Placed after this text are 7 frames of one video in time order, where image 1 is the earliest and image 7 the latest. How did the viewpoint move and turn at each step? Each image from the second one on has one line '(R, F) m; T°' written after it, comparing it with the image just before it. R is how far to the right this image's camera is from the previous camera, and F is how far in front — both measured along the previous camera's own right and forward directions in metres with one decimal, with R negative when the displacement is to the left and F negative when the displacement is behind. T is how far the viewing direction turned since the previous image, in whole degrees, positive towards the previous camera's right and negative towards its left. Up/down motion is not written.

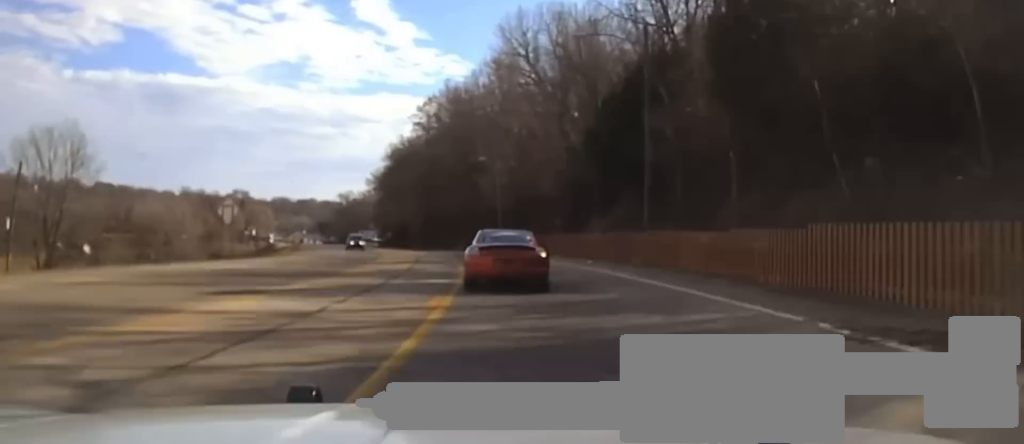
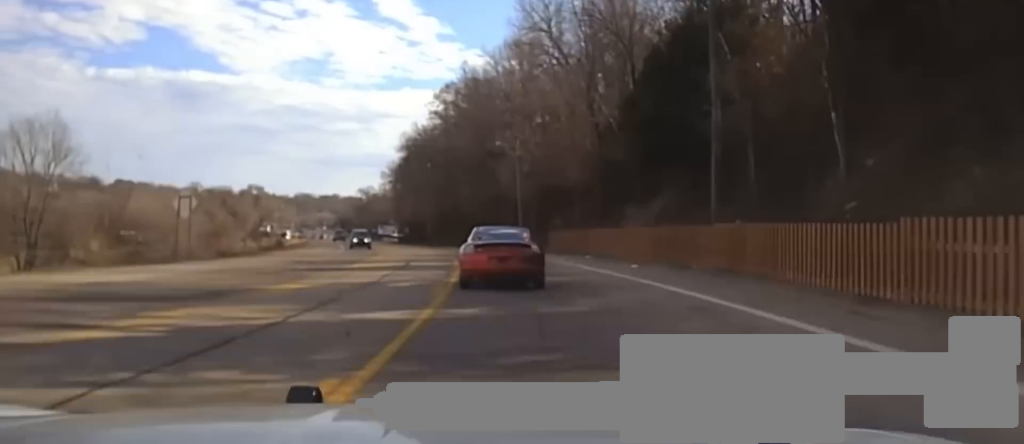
(-0.3, +10.6) m; -2°
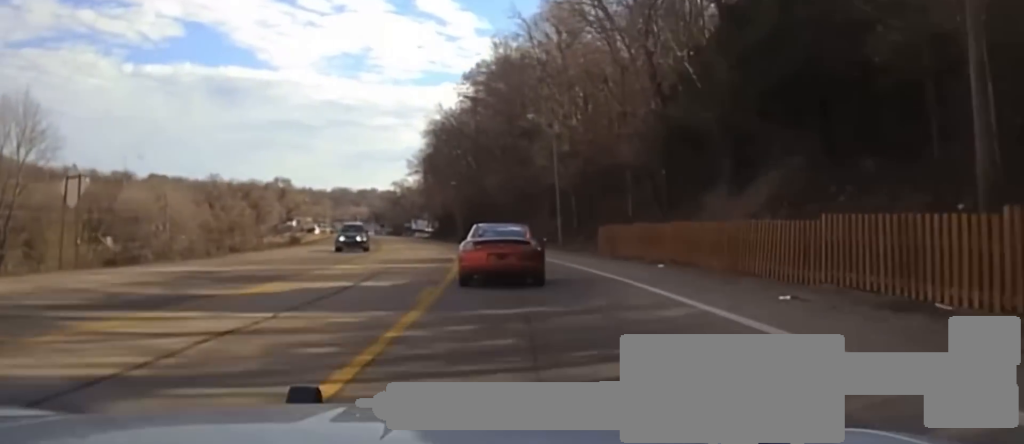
(-0.4, +15.4) m; -2°
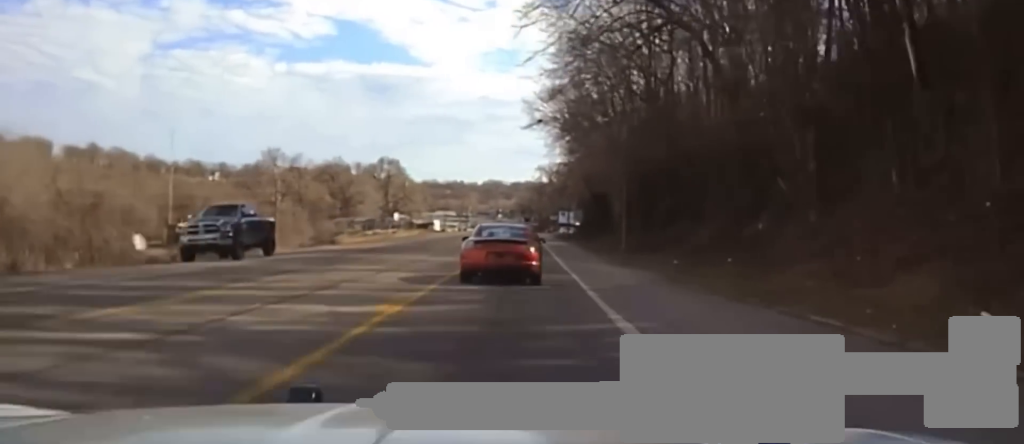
(-4.5, +66.2) m; -9°
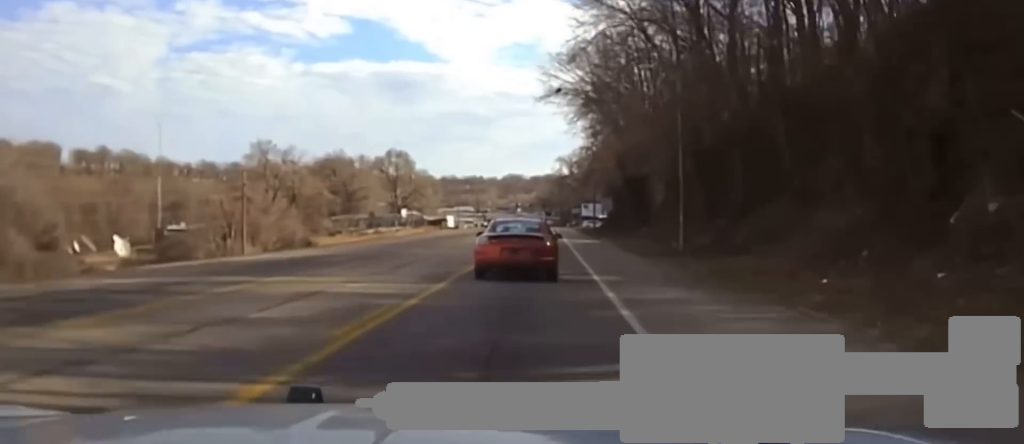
(-0.1, +15.8) m; -1°
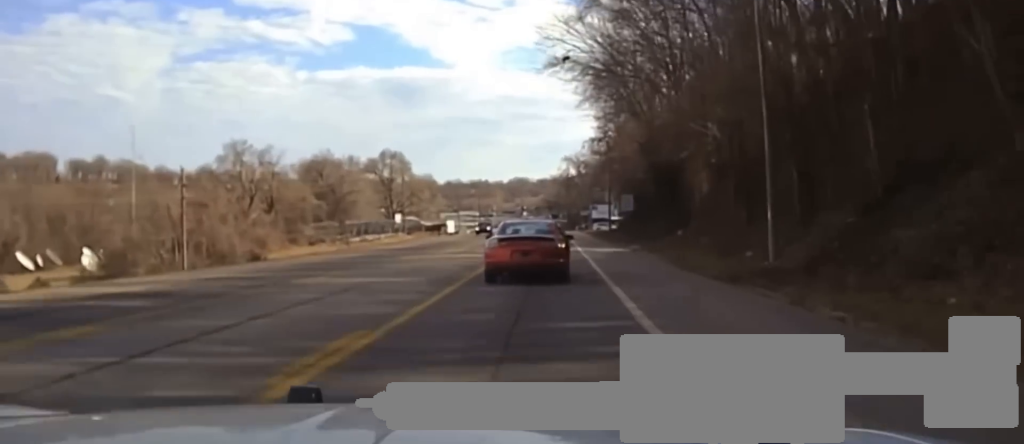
(0.0, +14.6) m; -1°
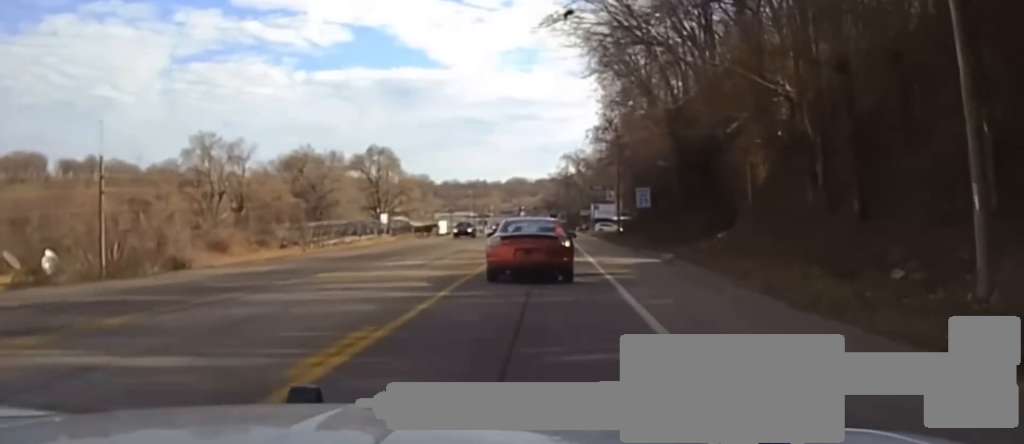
(-0.2, +12.5) m; 0°
